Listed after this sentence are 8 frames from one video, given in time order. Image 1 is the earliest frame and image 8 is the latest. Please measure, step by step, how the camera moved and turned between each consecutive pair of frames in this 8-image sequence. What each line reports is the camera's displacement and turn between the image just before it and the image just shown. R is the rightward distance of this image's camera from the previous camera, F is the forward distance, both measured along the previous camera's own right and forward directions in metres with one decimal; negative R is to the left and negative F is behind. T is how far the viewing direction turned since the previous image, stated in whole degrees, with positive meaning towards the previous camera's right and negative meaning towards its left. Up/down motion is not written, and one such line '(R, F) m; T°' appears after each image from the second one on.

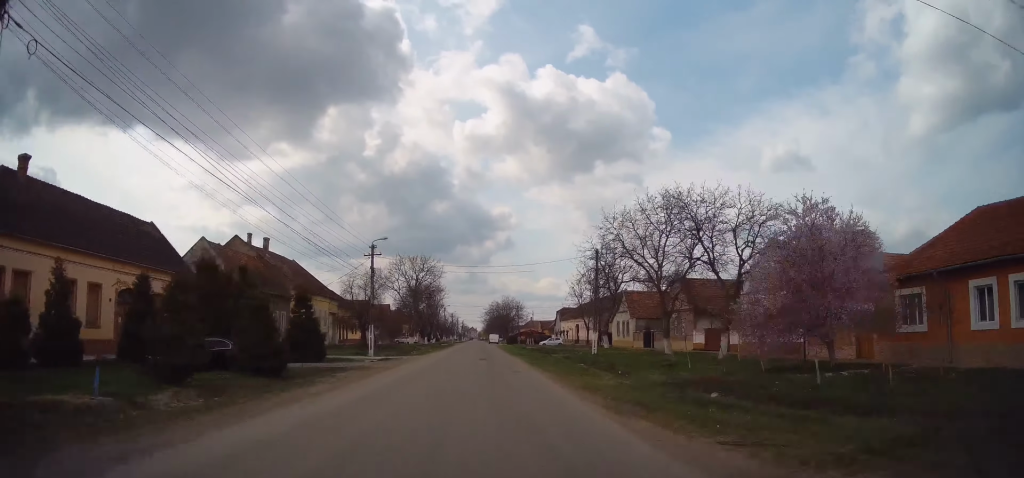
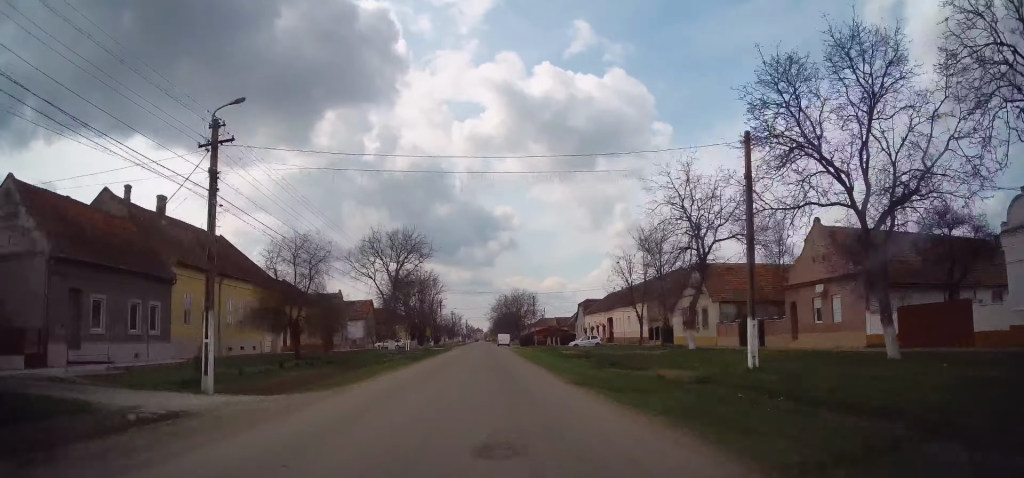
(-0.1, +23.9) m; -2°
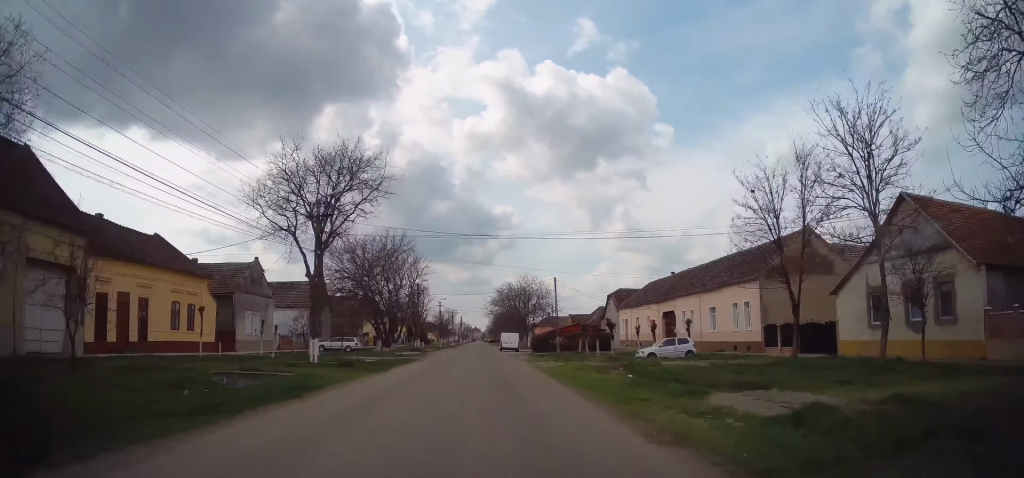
(-0.1, +27.8) m; +2°
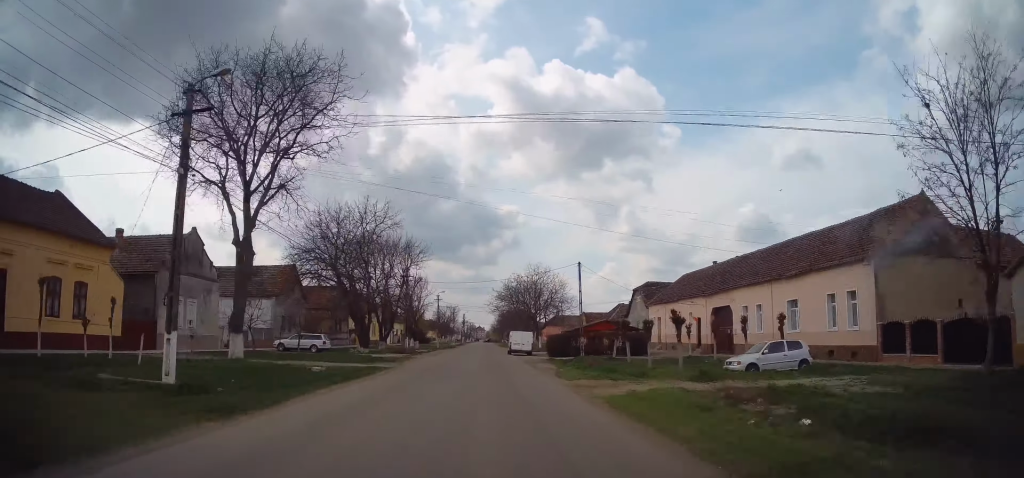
(+0.1, +11.9) m; -1°
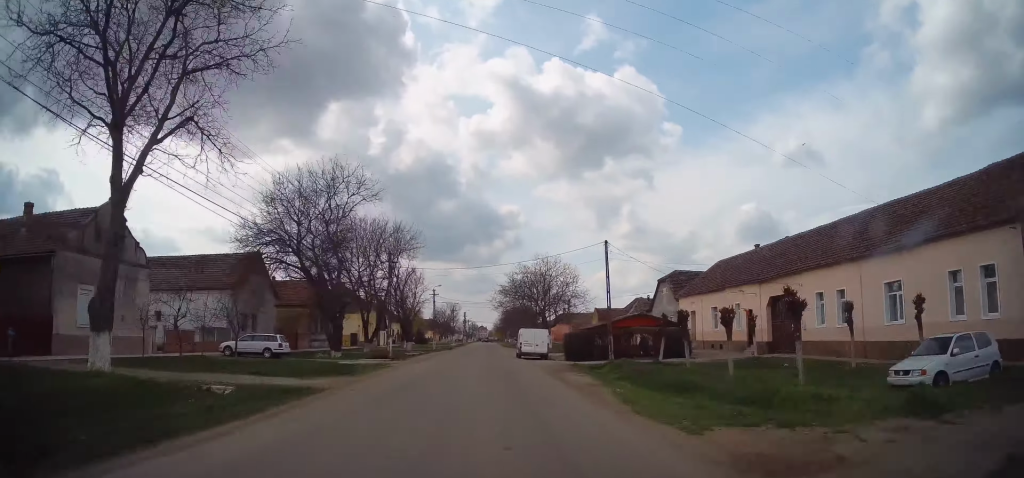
(-0.3, +9.6) m; 0°
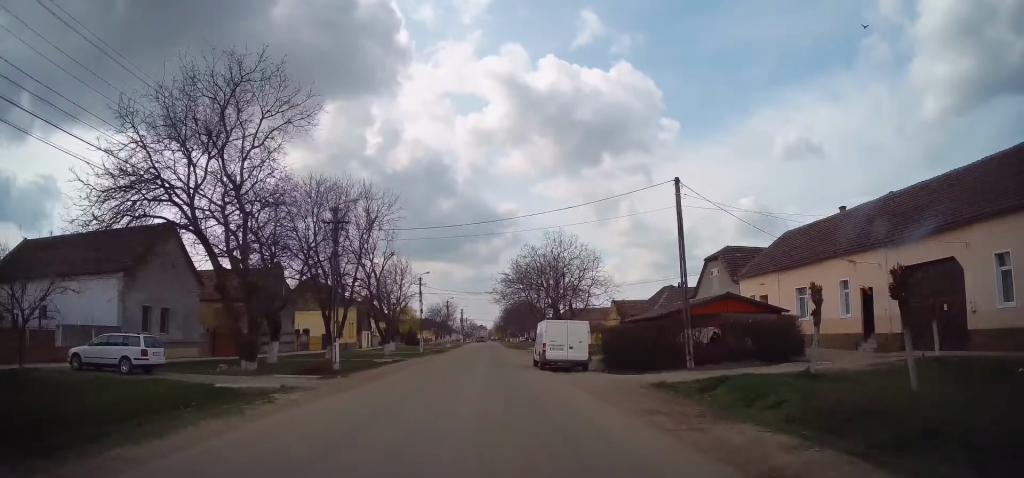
(0.0, +14.1) m; 0°
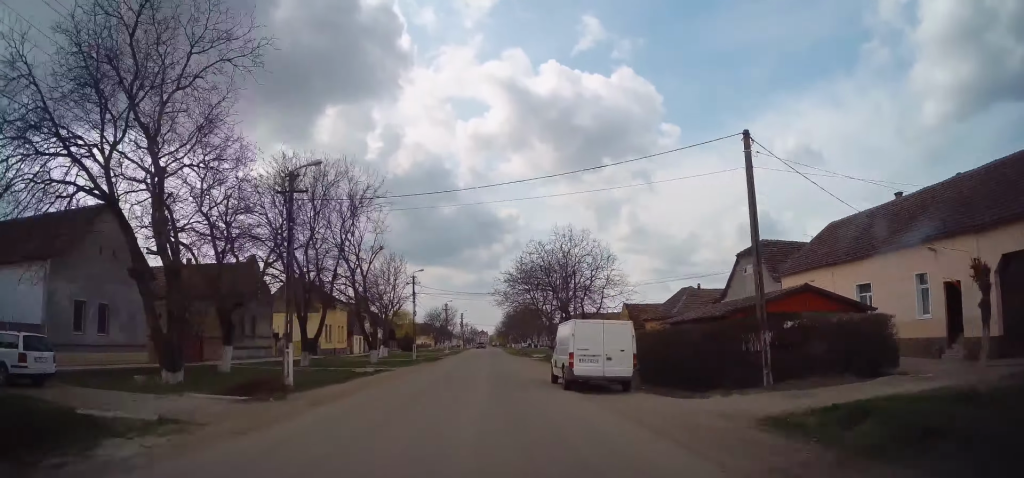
(+0.2, +6.3) m; 0°
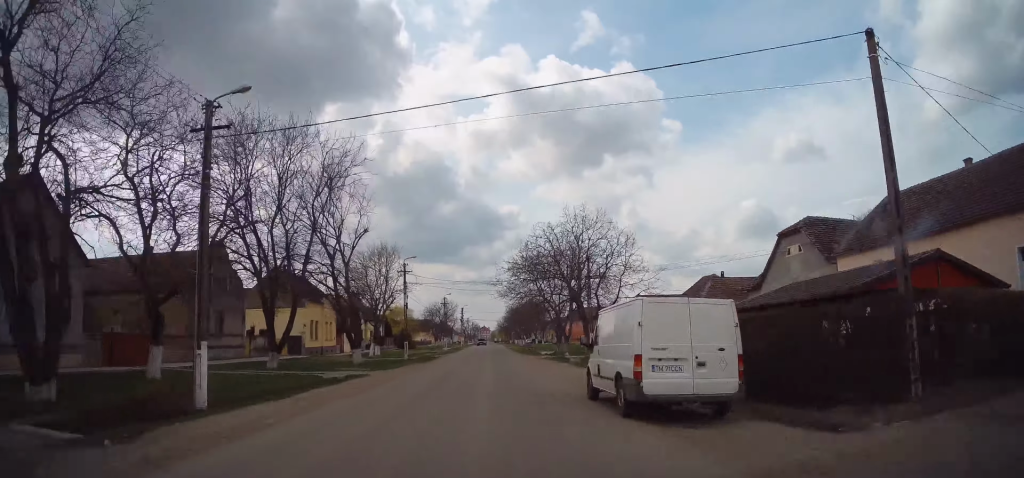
(-0.2, +6.4) m; 0°
